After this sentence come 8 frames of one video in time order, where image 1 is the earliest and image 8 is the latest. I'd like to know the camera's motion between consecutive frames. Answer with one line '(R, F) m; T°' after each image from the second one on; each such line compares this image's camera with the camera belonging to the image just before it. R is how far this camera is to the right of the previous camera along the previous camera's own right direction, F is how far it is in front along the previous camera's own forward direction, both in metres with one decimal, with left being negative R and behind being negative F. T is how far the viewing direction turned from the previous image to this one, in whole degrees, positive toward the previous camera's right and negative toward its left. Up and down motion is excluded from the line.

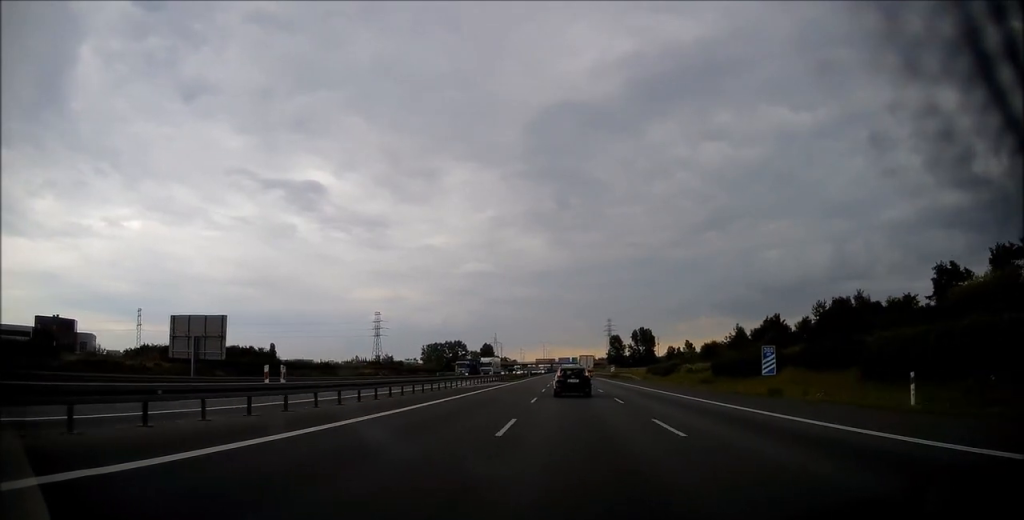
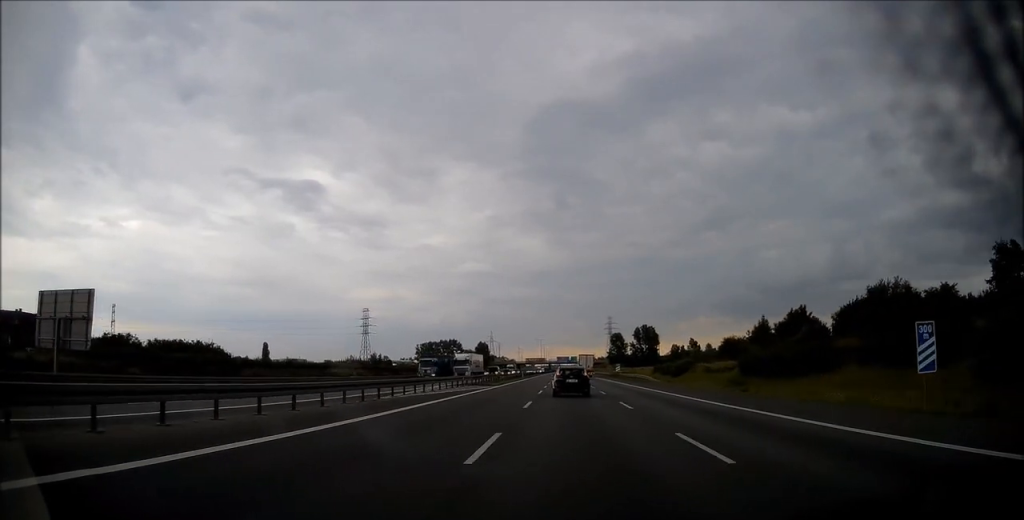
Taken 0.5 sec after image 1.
(+0.2, +15.4) m; 0°
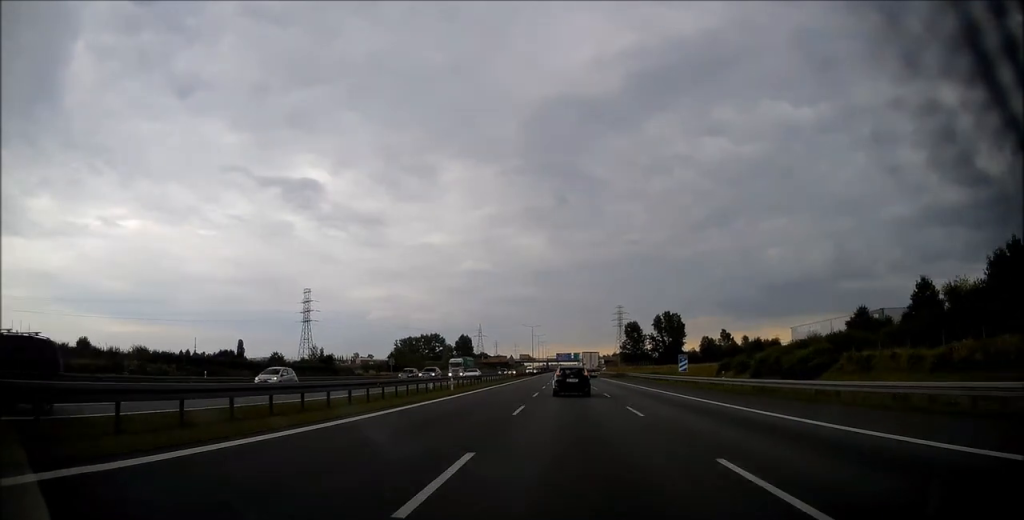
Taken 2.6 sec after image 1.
(-0.5, +63.9) m; -1°
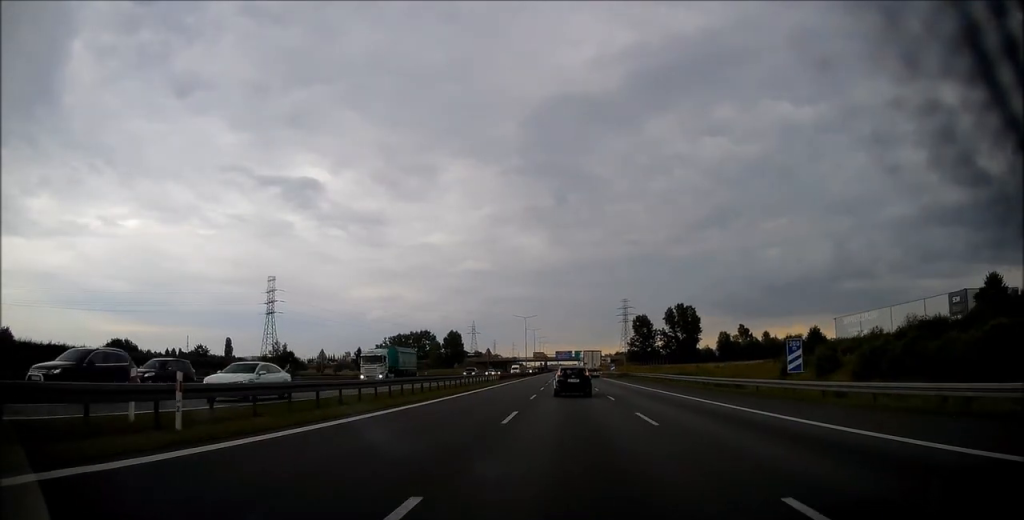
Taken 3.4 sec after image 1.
(0.0, +26.9) m; 0°
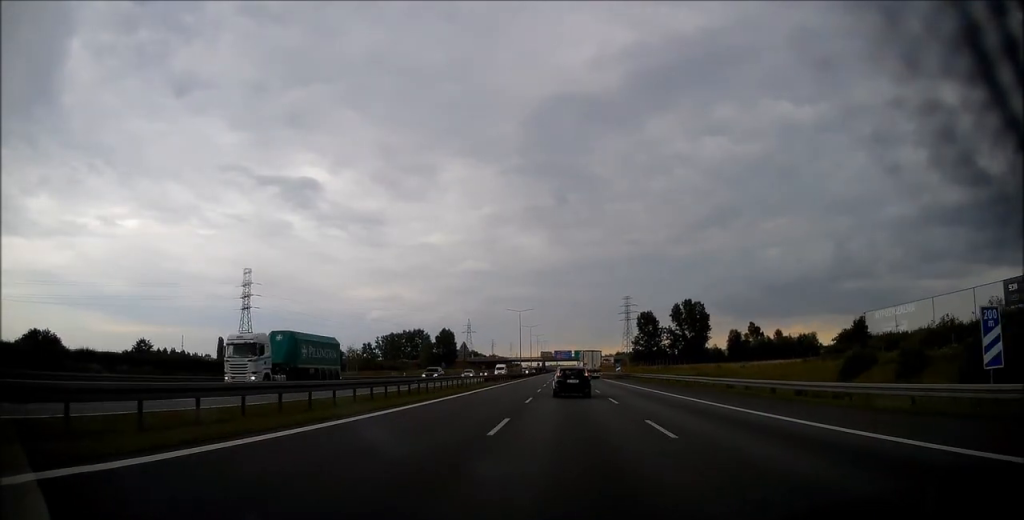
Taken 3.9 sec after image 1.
(0.0, +14.5) m; 0°
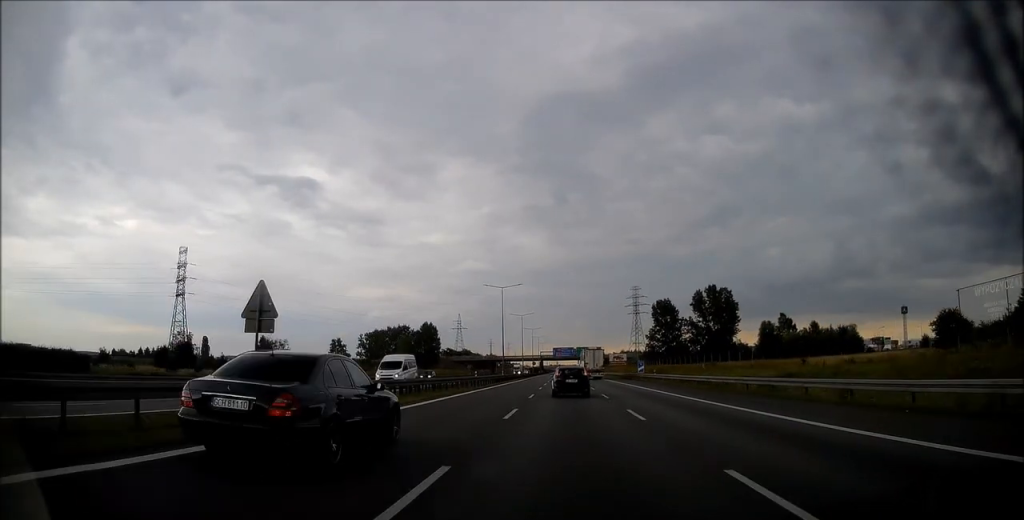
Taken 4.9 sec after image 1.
(0.0, +32.2) m; 0°
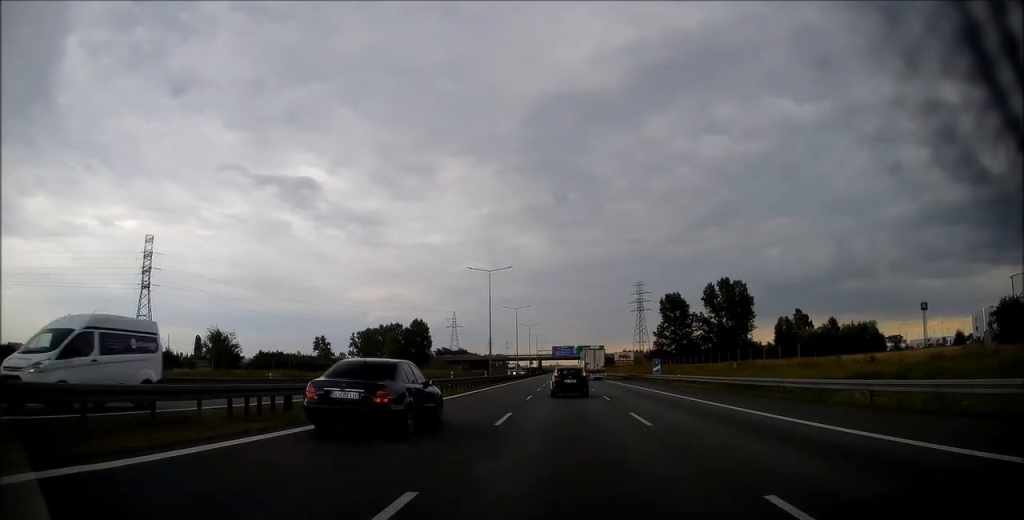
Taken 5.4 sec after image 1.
(0.0, +13.5) m; 0°
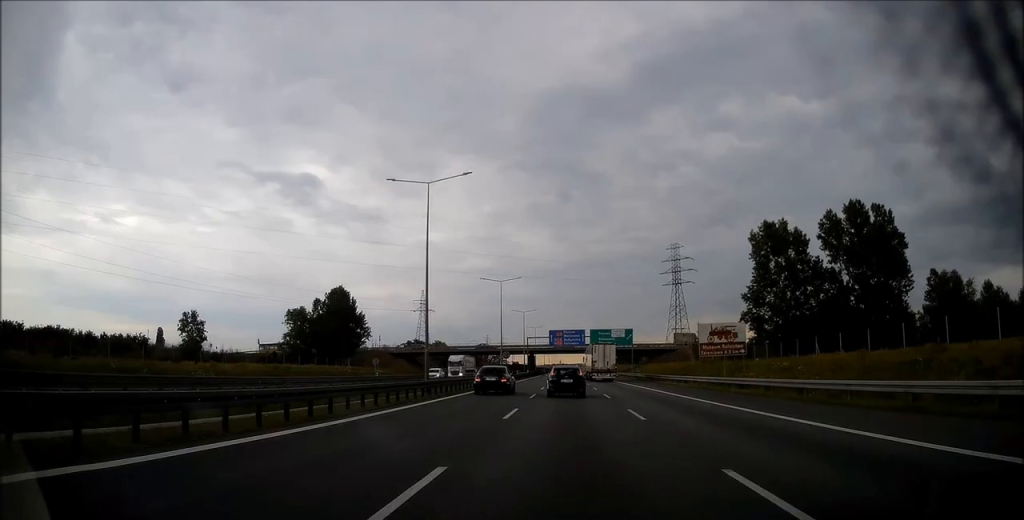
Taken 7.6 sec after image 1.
(+0.6, +70.6) m; 0°
